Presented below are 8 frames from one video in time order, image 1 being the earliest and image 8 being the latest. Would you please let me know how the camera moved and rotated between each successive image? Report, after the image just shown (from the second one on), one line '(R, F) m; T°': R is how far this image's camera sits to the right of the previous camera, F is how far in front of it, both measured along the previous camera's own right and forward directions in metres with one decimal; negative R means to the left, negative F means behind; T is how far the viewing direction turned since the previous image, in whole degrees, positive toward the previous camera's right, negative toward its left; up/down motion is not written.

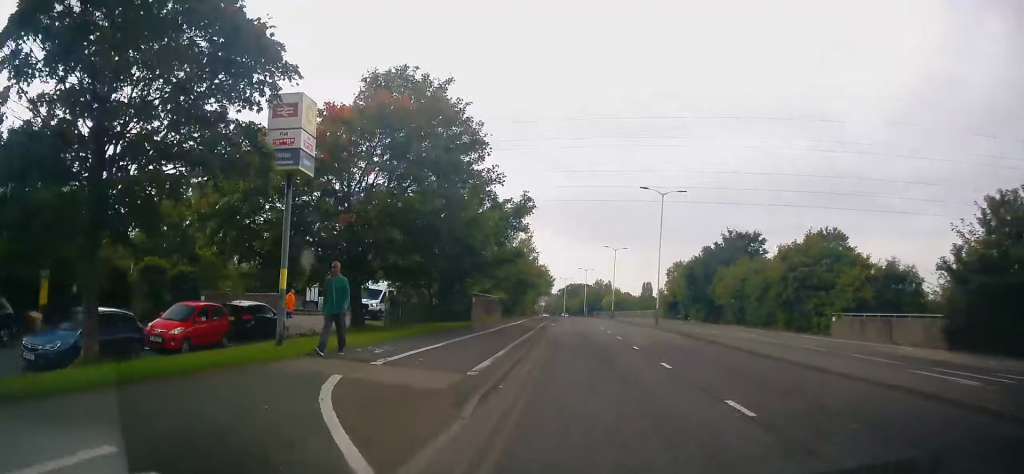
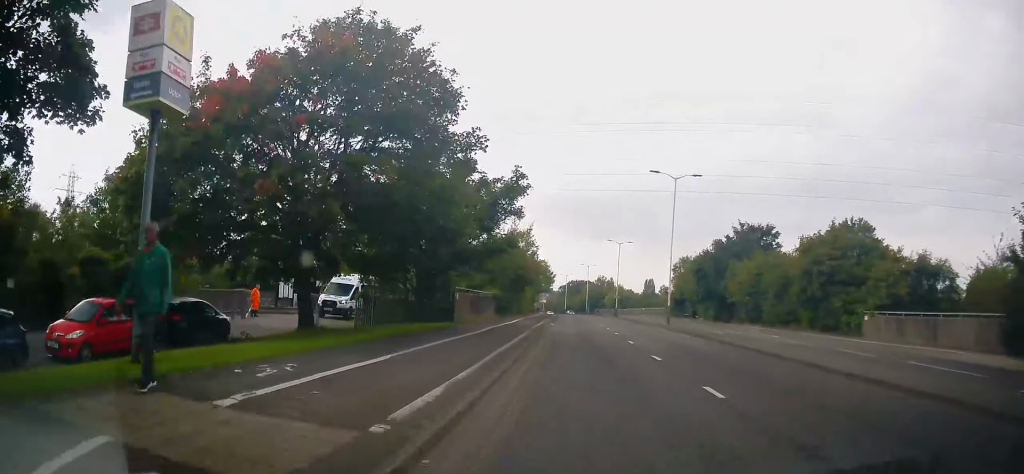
(-0.1, +4.7) m; -1°
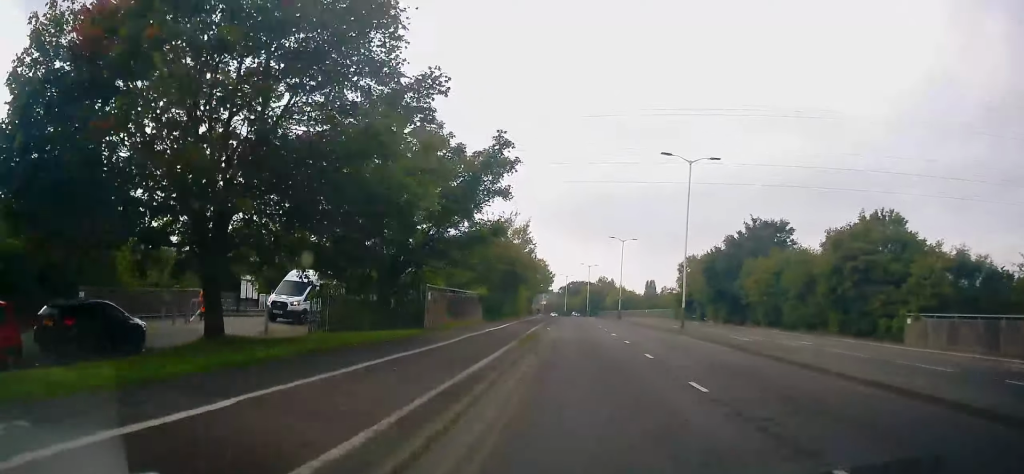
(-0.1, +5.1) m; -1°
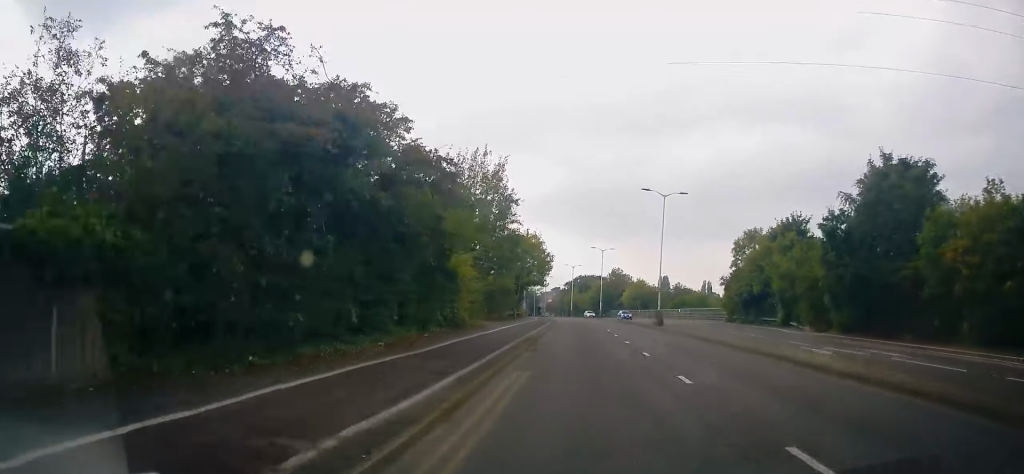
(0.0, +29.3) m; 0°
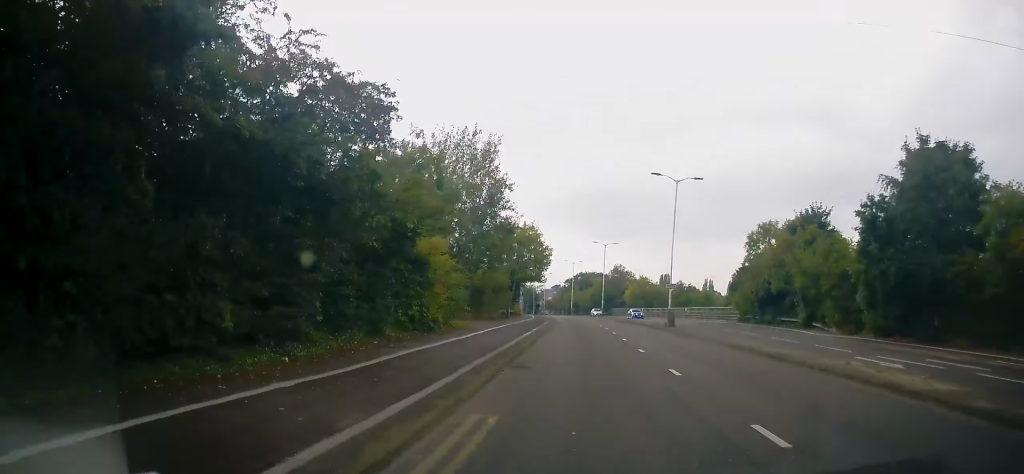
(0.0, +4.8) m; 0°
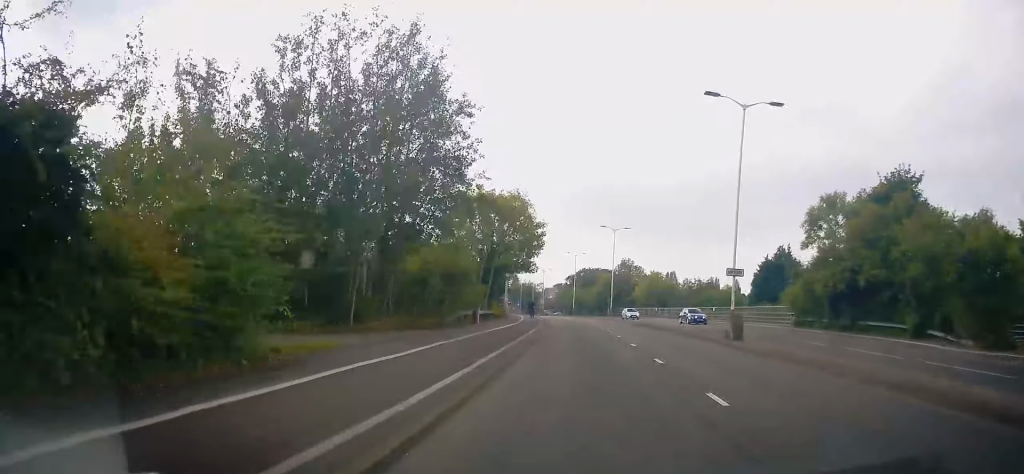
(+0.1, +15.6) m; -1°
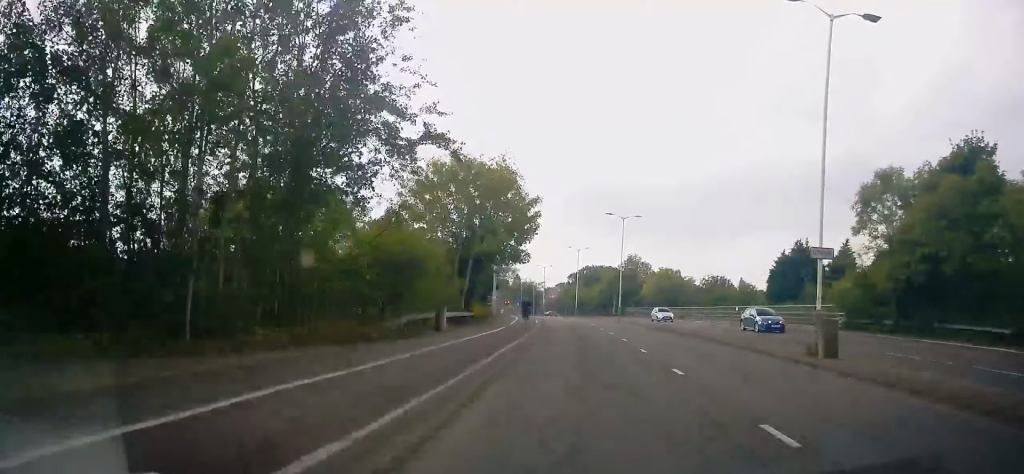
(0.0, +8.7) m; -2°
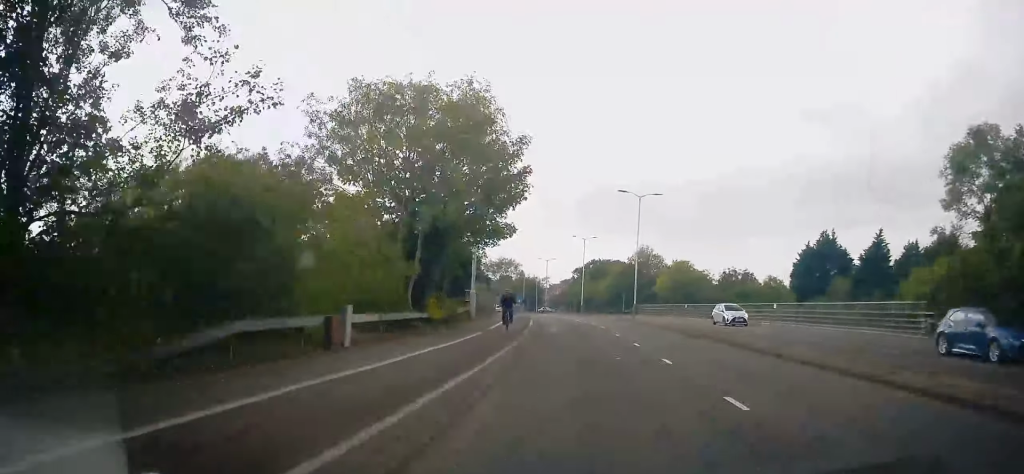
(-0.4, +10.3) m; 0°
